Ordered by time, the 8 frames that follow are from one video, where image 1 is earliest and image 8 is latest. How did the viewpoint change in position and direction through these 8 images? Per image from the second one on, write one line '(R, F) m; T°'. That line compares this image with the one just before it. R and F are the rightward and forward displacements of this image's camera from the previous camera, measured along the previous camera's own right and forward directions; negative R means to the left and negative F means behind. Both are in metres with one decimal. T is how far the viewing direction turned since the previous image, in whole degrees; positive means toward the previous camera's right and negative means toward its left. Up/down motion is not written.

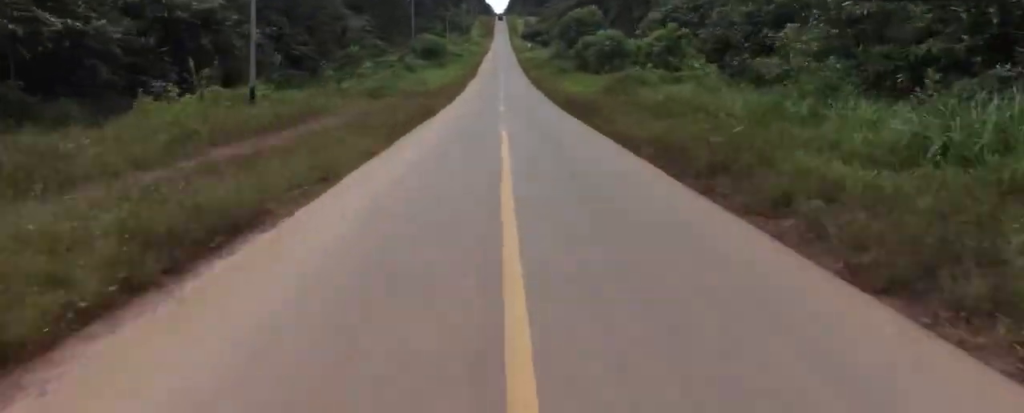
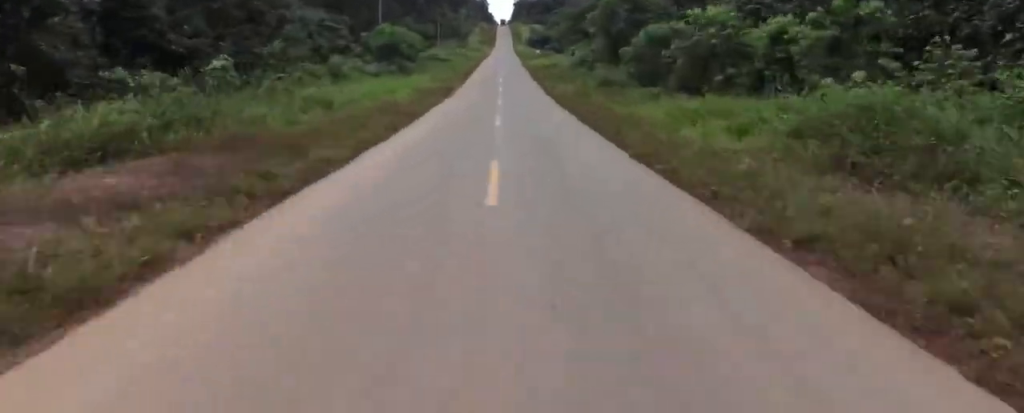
(+0.7, +21.5) m; +3°
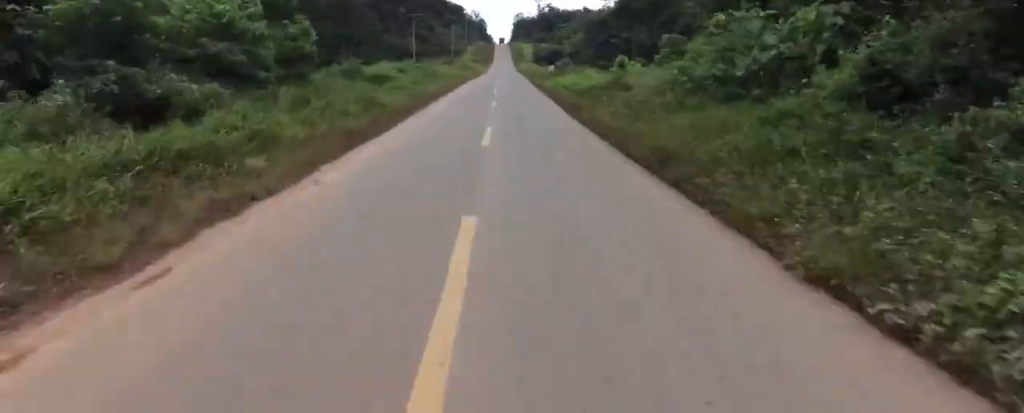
(+0.7, +28.1) m; +1°
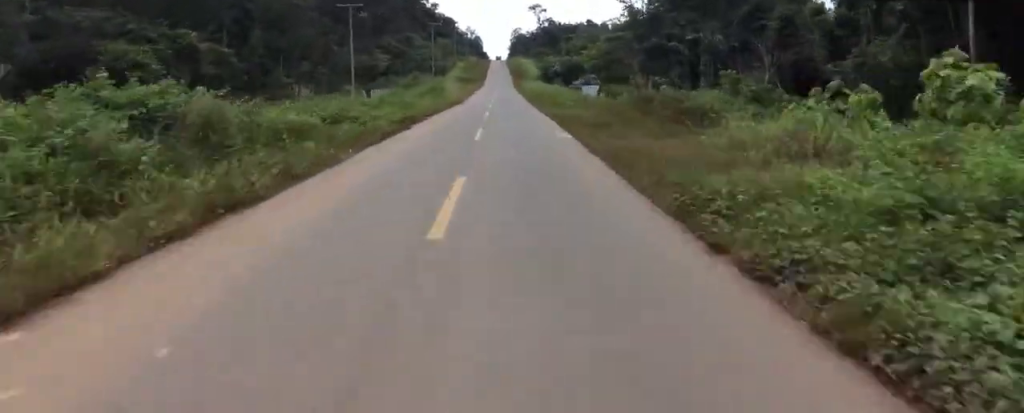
(-0.1, +29.5) m; -1°
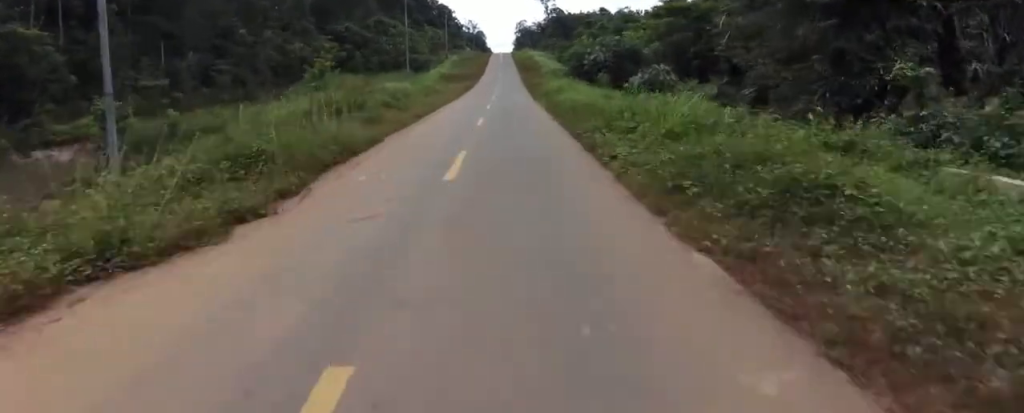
(-0.7, +30.1) m; -2°
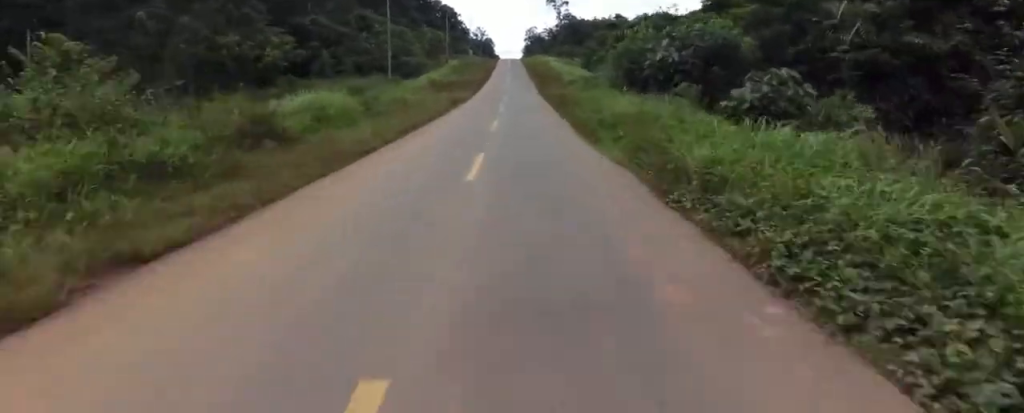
(0.0, +16.3) m; -1°
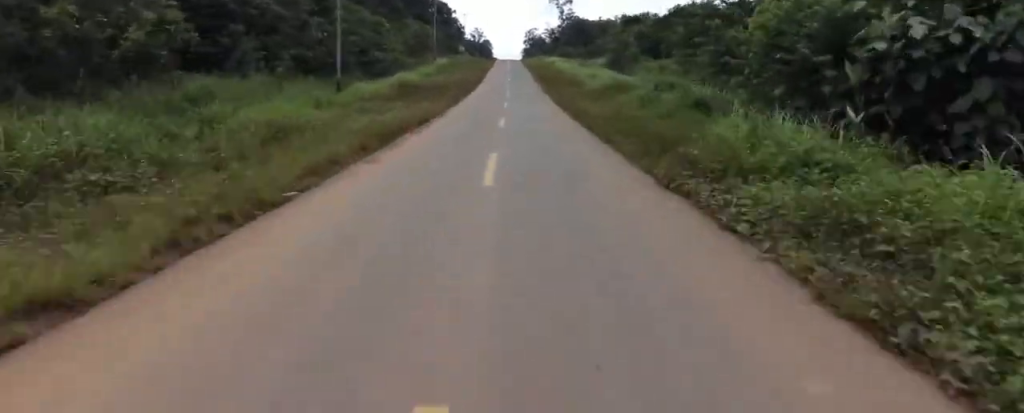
(-0.1, +16.3) m; 0°
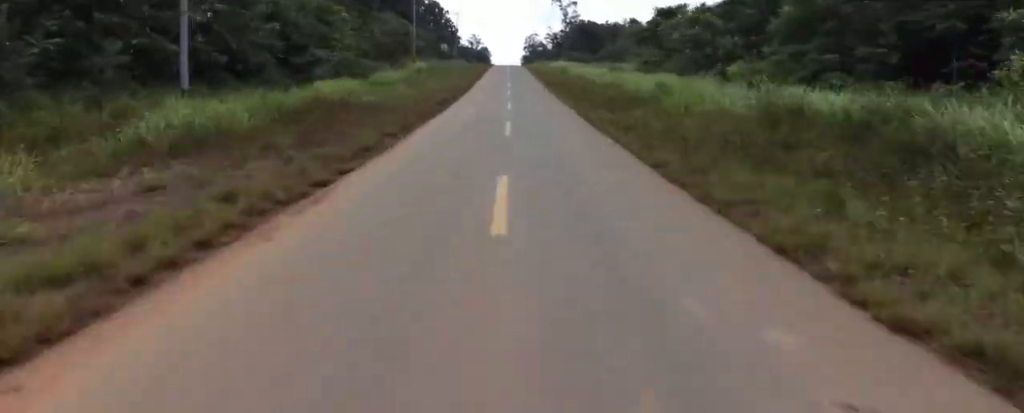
(-0.7, +18.2) m; +1°
